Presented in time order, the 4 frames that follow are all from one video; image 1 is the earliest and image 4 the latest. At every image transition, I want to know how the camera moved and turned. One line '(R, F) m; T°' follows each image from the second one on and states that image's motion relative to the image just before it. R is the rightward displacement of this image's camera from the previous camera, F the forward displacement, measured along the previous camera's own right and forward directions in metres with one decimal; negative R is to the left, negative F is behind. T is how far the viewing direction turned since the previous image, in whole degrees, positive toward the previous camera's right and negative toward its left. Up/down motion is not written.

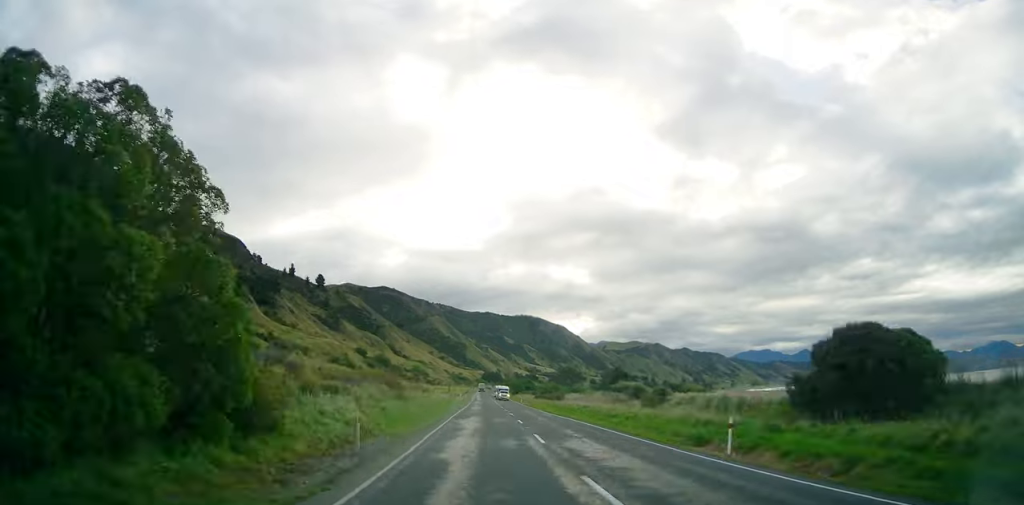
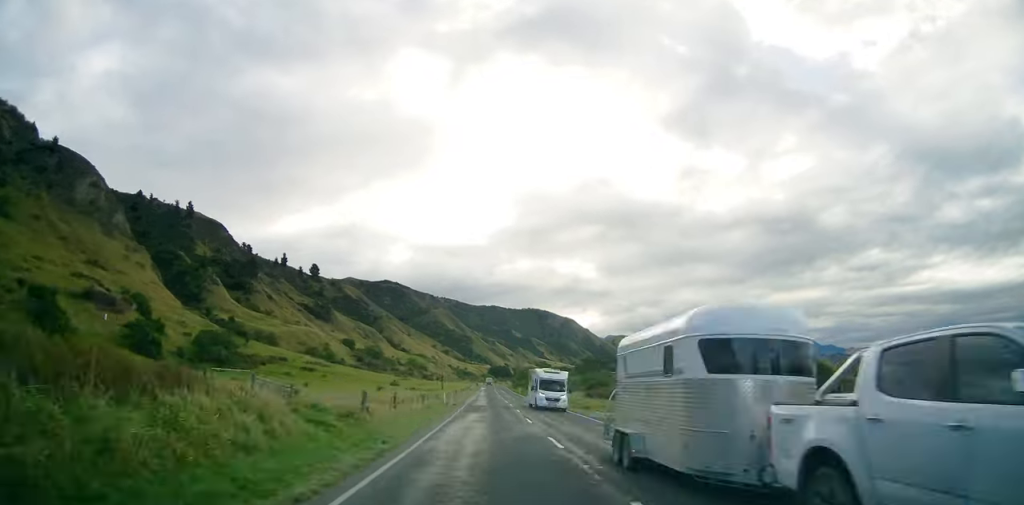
(-0.5, +52.4) m; -1°
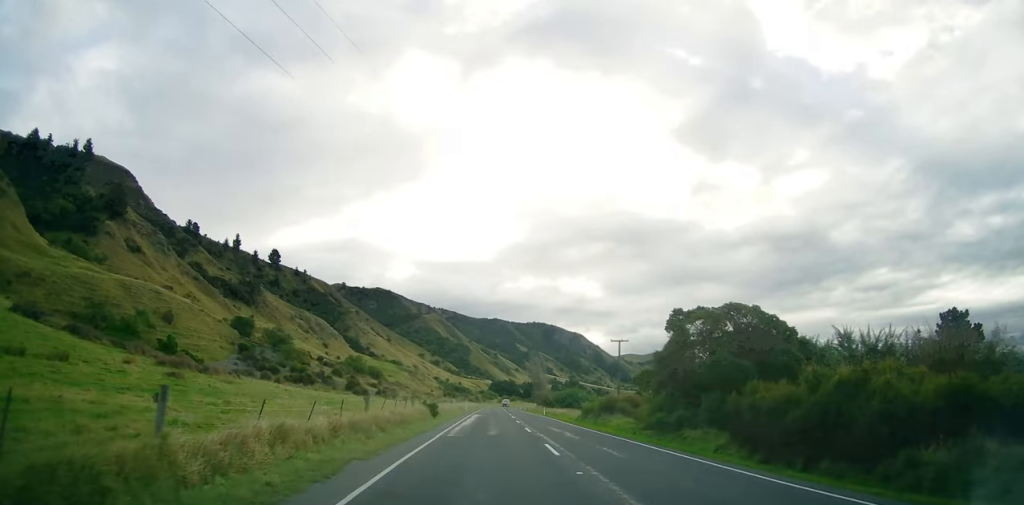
(-1.0, +148.0) m; 0°
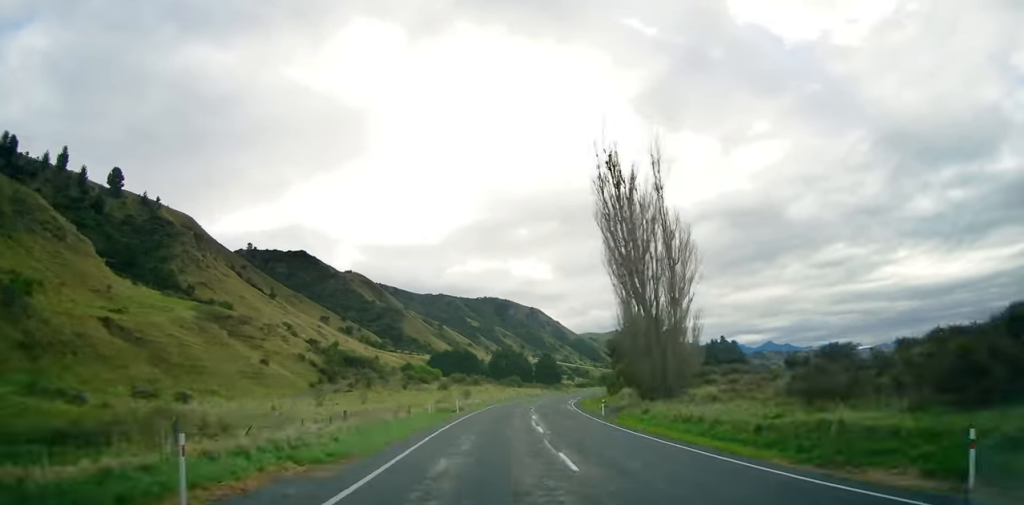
(+10.8, +201.1) m; +11°
